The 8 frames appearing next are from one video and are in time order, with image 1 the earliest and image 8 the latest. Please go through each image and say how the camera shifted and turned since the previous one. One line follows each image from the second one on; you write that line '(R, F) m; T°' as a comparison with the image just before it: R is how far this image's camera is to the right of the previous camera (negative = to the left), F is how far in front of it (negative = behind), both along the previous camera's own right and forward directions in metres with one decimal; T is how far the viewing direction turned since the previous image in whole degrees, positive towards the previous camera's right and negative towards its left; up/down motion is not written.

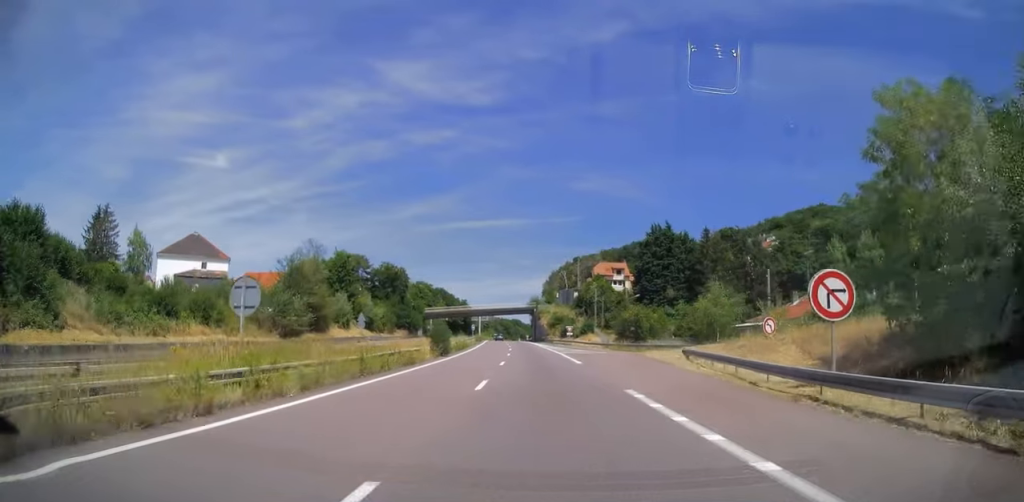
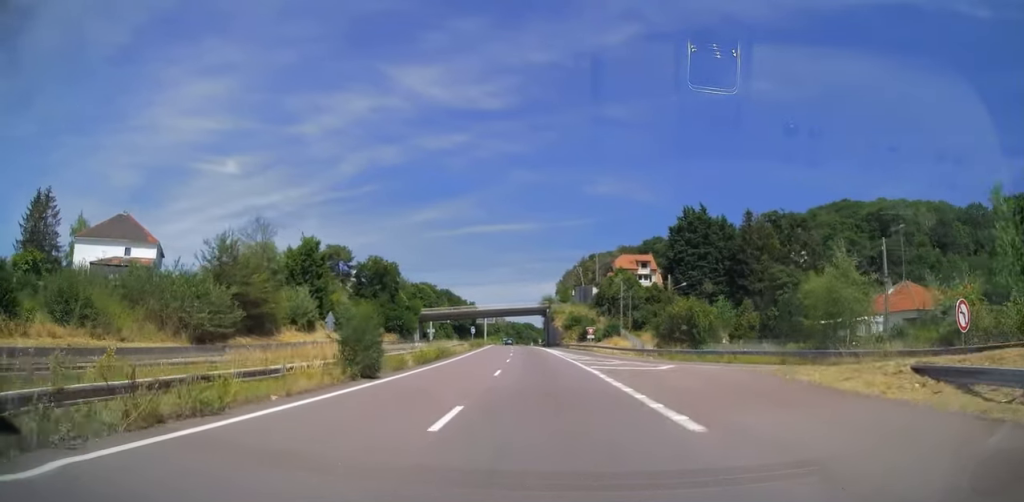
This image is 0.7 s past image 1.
(-0.1, +20.0) m; -1°
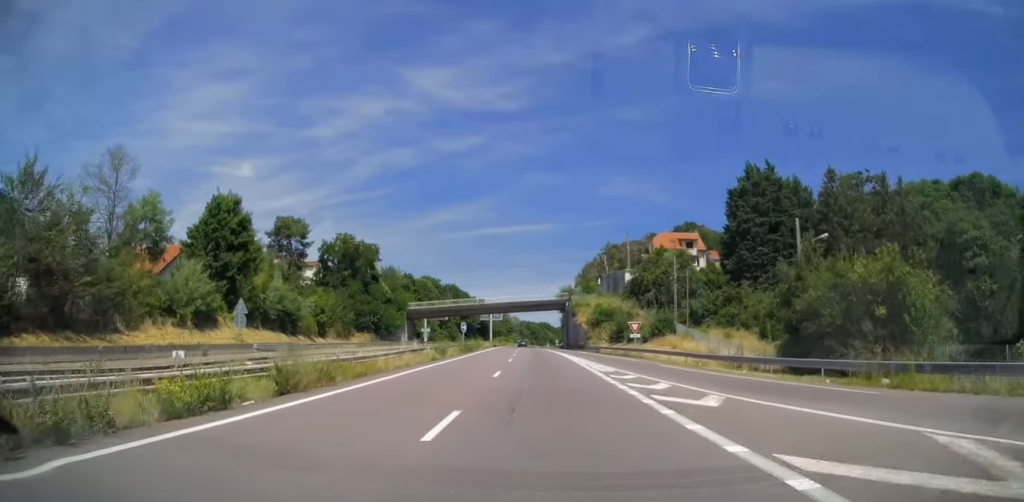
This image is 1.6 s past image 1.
(-0.5, +27.8) m; -2°
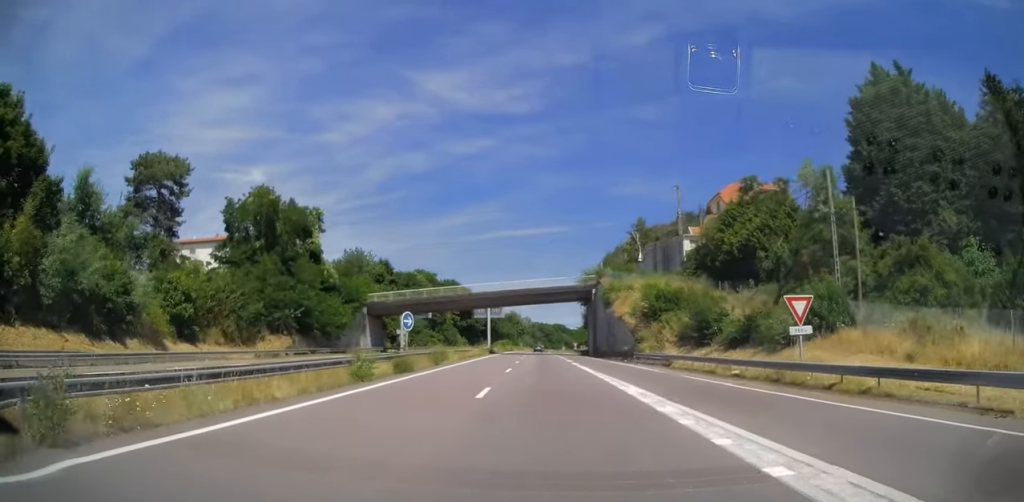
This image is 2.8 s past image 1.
(-0.7, +33.5) m; -2°
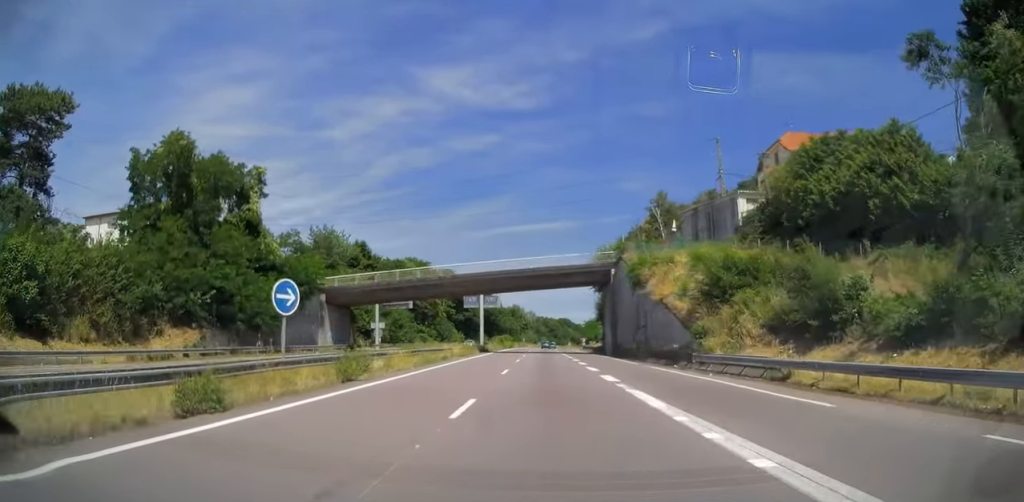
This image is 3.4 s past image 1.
(-0.1, +17.5) m; -1°
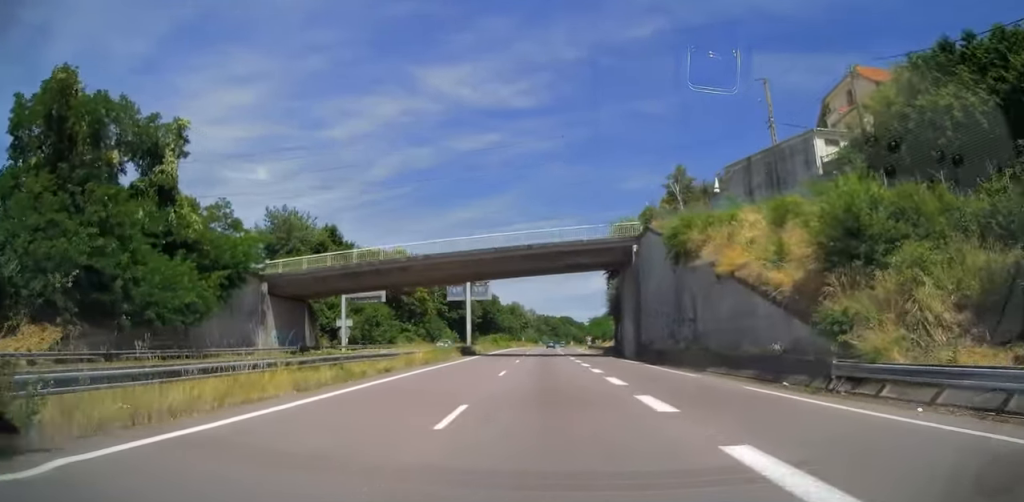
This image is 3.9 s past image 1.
(-0.1, +14.6) m; 0°
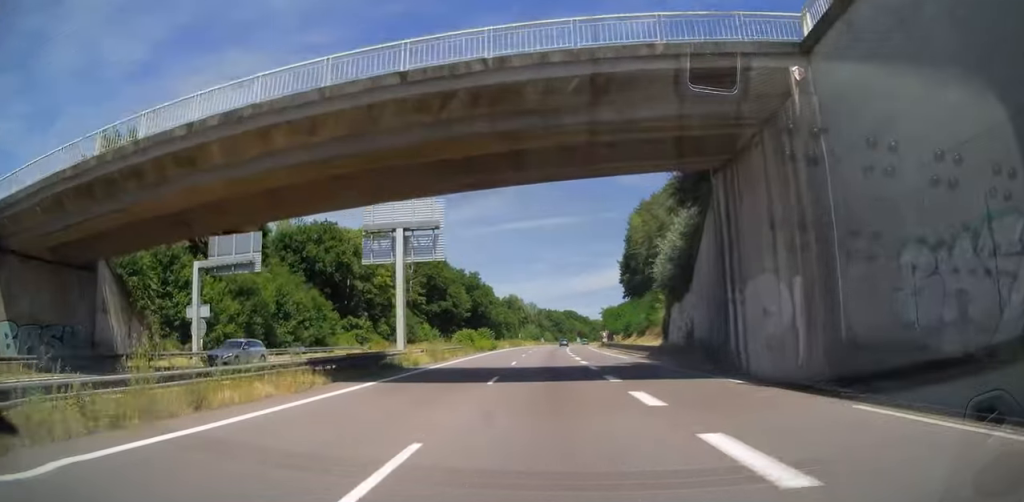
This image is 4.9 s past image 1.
(-0.2, +31.3) m; 0°
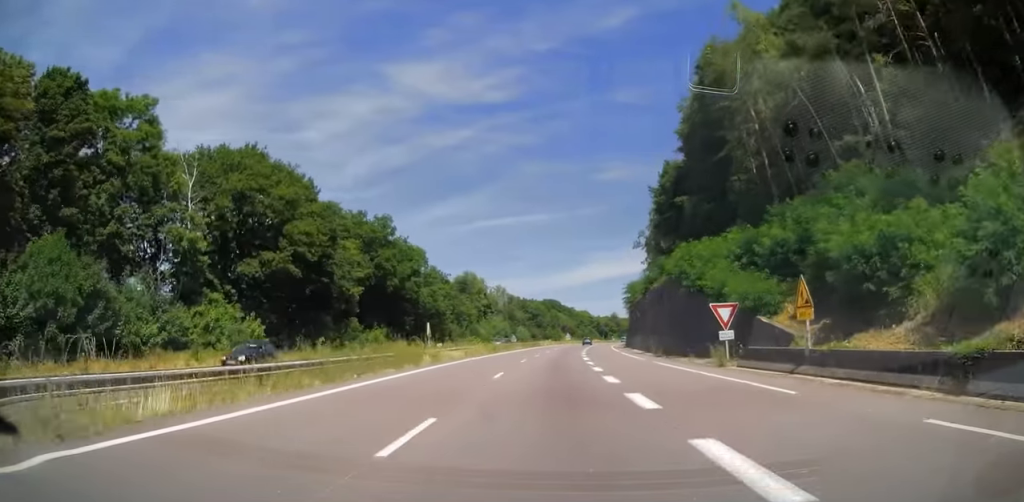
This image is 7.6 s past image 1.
(+1.0, +77.5) m; +2°
